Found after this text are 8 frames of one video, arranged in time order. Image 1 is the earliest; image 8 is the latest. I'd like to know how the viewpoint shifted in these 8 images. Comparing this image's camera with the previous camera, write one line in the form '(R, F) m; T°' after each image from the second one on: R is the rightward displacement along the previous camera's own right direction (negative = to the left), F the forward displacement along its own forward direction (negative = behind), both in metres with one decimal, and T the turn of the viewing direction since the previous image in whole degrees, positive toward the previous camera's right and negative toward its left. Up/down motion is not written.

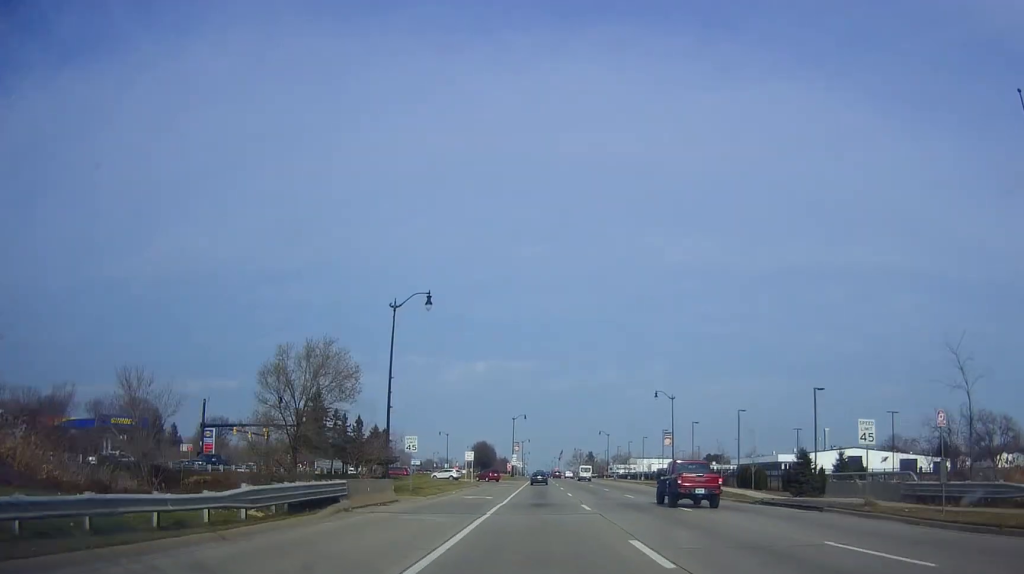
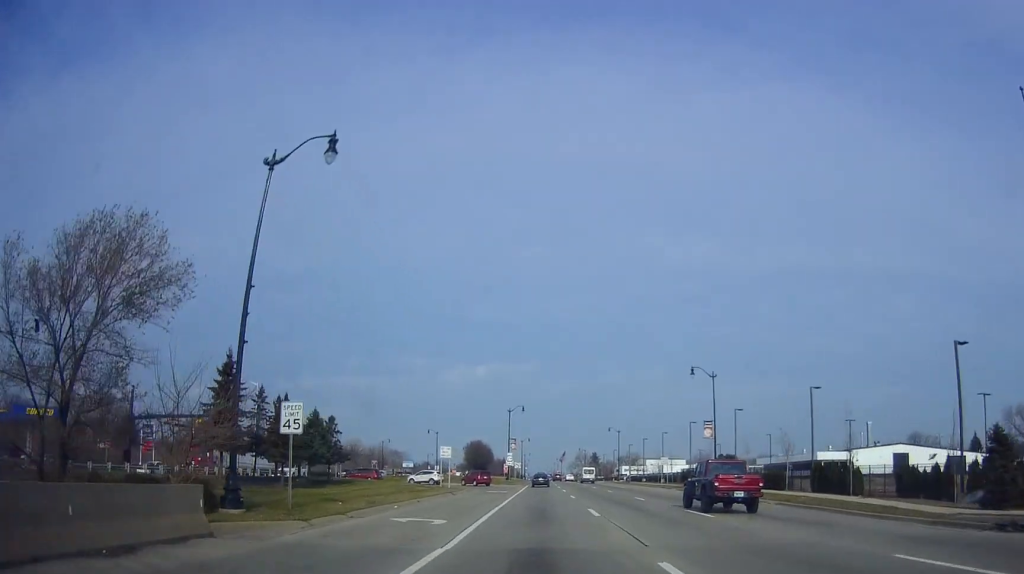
(+0.3, +18.1) m; +1°
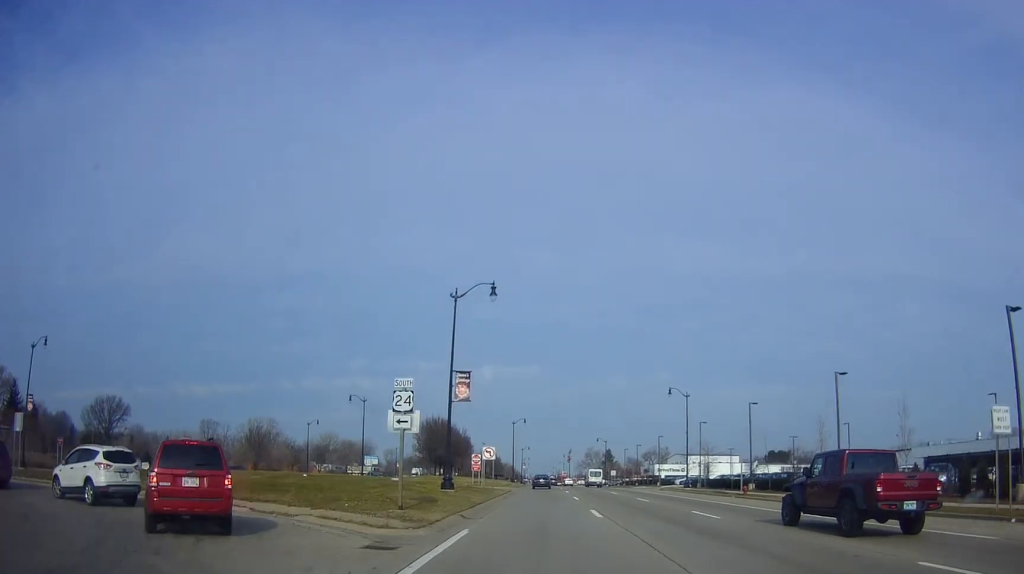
(-1.4, +61.8) m; -1°
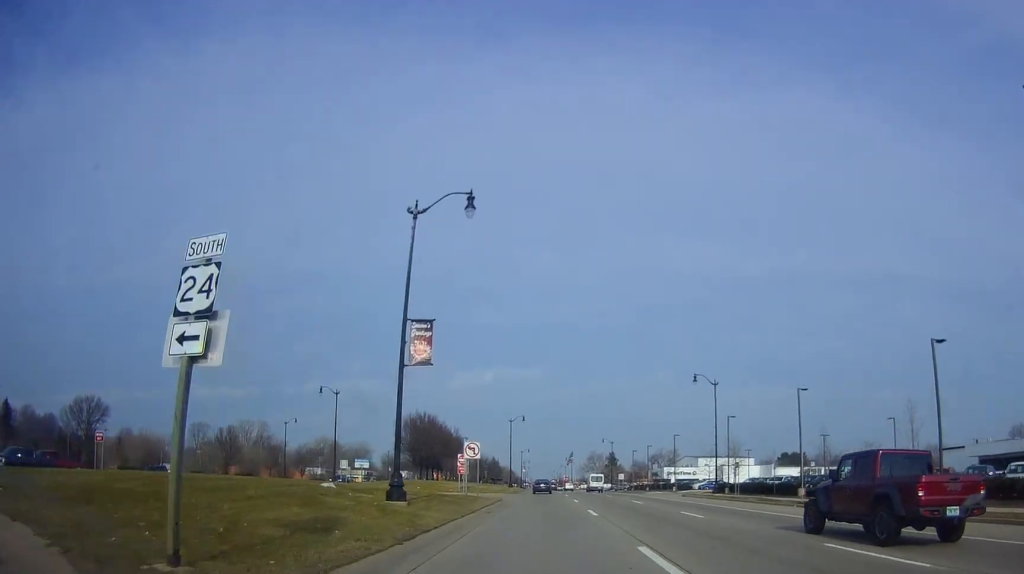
(+0.2, +12.0) m; +1°
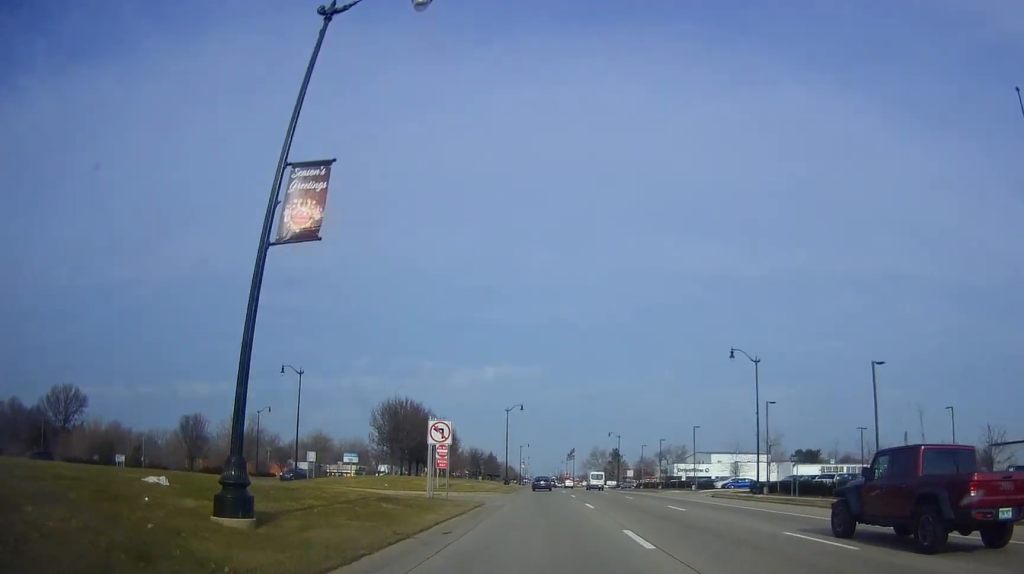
(0.0, +11.9) m; -1°
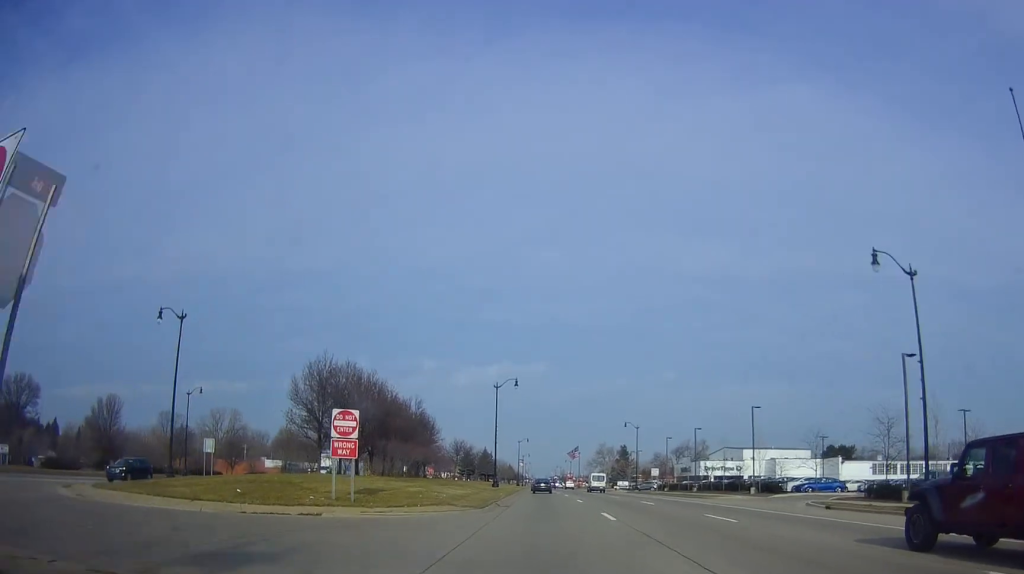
(-0.3, +23.1) m; 0°
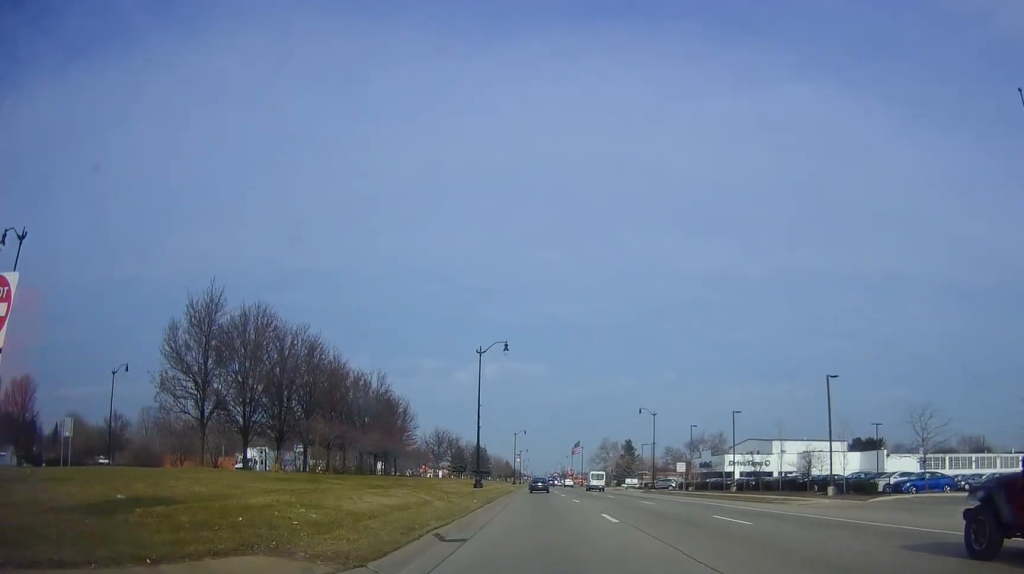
(0.0, +16.9) m; 0°
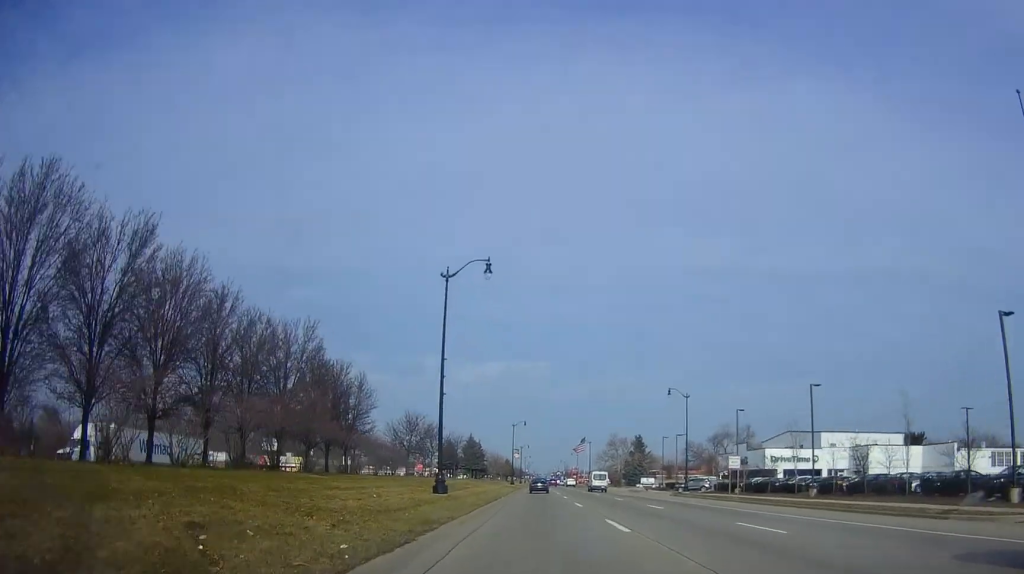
(+0.1, +18.7) m; -1°
